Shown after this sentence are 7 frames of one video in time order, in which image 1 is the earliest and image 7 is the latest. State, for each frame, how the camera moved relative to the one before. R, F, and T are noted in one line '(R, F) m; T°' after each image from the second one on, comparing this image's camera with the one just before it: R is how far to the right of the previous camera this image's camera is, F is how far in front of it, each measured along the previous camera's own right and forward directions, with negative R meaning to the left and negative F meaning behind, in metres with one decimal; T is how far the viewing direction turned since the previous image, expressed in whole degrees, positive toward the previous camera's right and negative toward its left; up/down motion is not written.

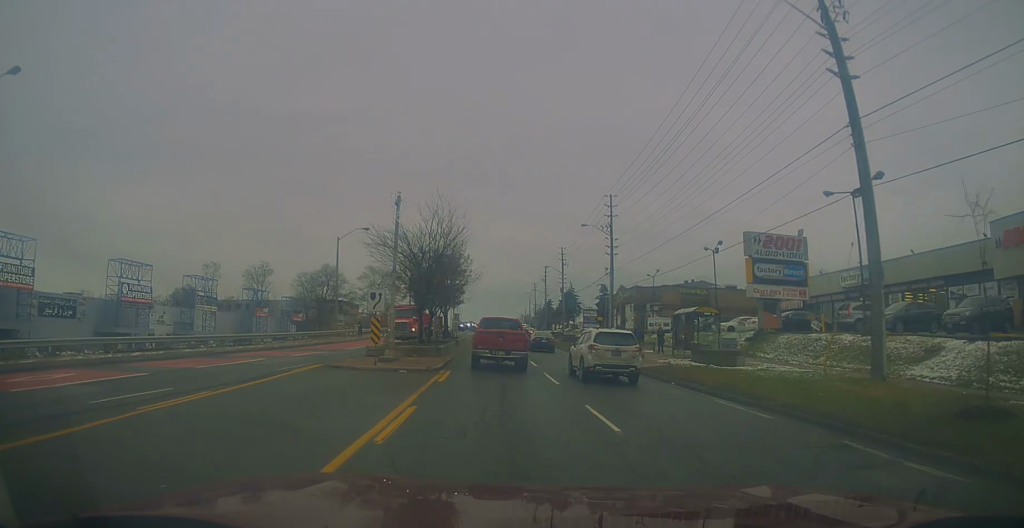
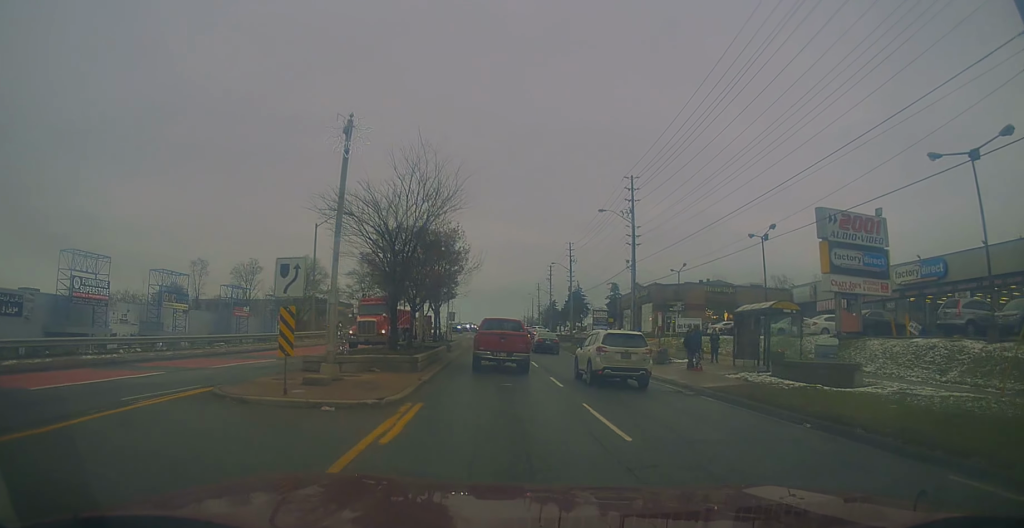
(-0.3, +8.8) m; 0°
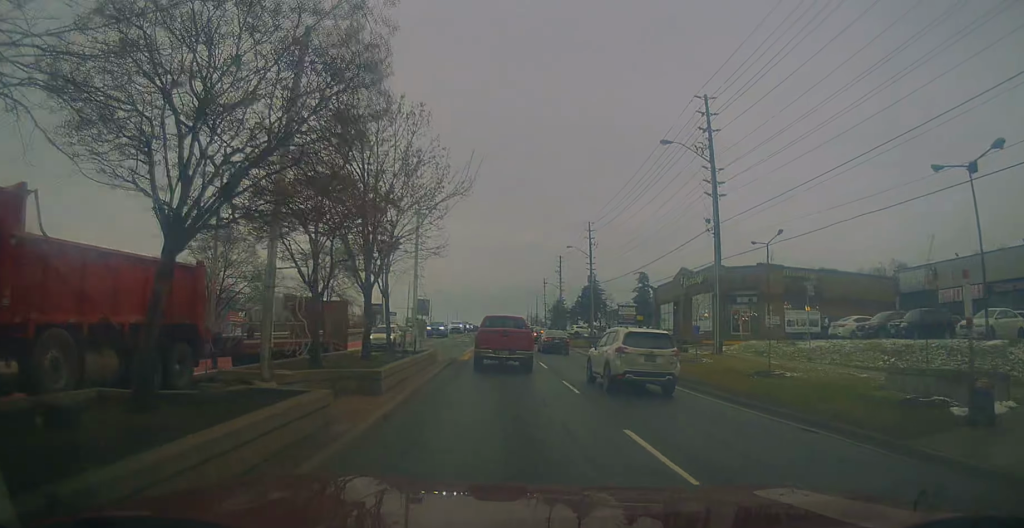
(+0.3, +20.3) m; 0°
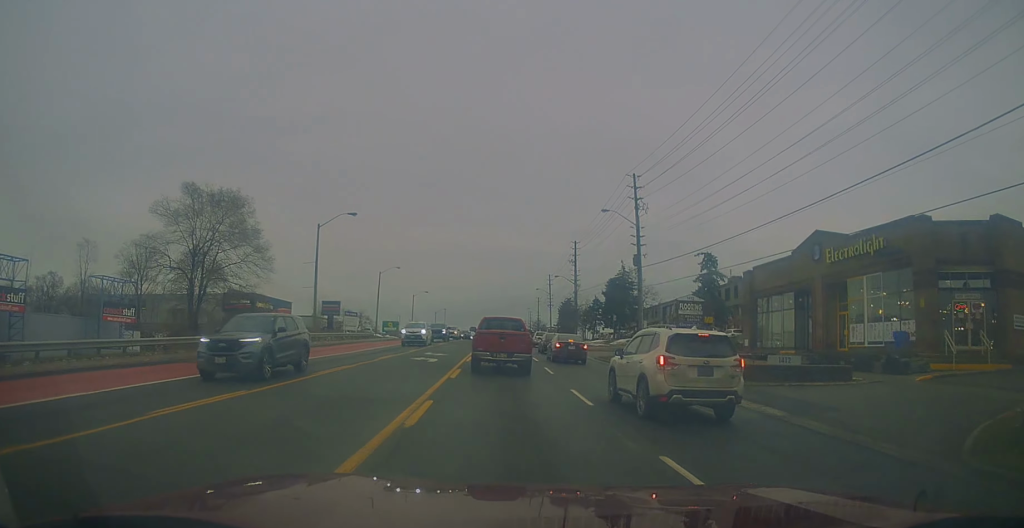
(+0.3, +28.8) m; +2°
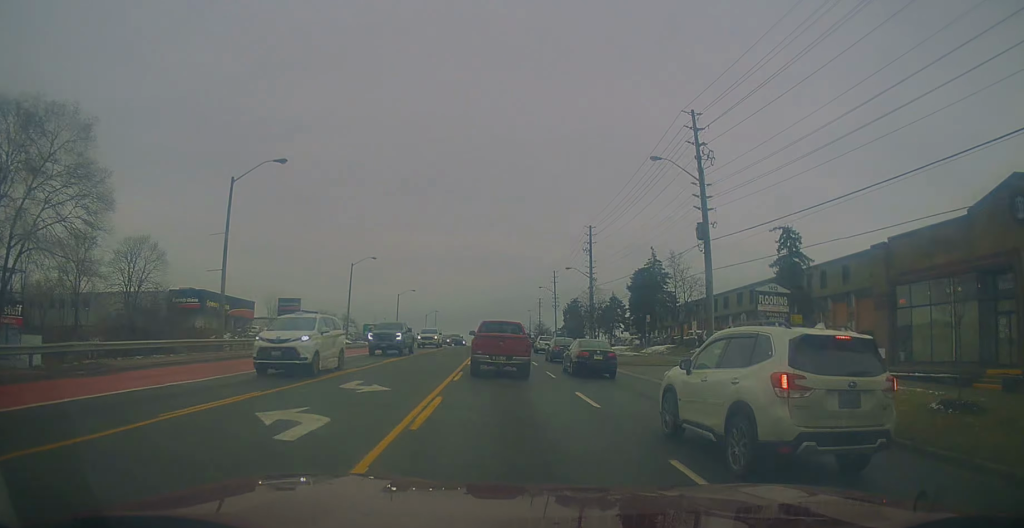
(-0.3, +17.6) m; -2°
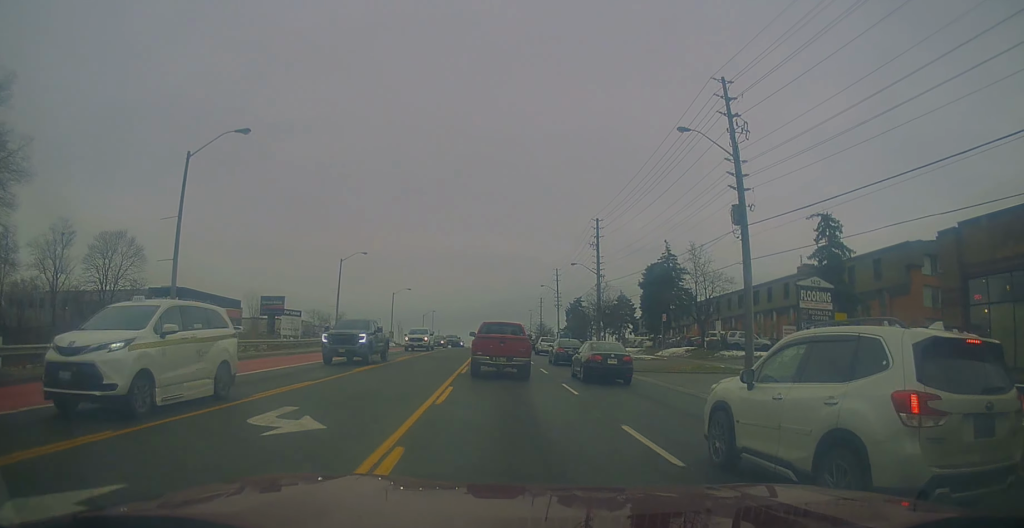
(-0.1, +5.6) m; 0°
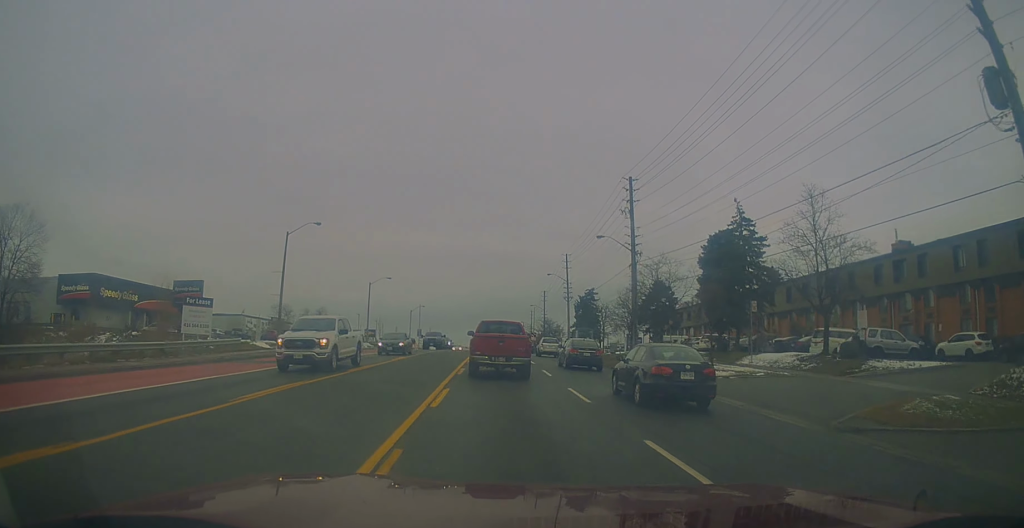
(+0.6, +19.4) m; +3°
